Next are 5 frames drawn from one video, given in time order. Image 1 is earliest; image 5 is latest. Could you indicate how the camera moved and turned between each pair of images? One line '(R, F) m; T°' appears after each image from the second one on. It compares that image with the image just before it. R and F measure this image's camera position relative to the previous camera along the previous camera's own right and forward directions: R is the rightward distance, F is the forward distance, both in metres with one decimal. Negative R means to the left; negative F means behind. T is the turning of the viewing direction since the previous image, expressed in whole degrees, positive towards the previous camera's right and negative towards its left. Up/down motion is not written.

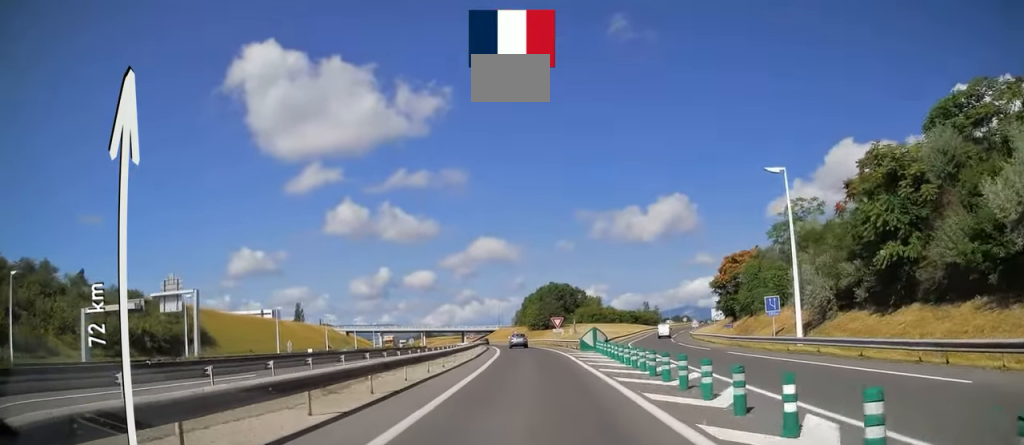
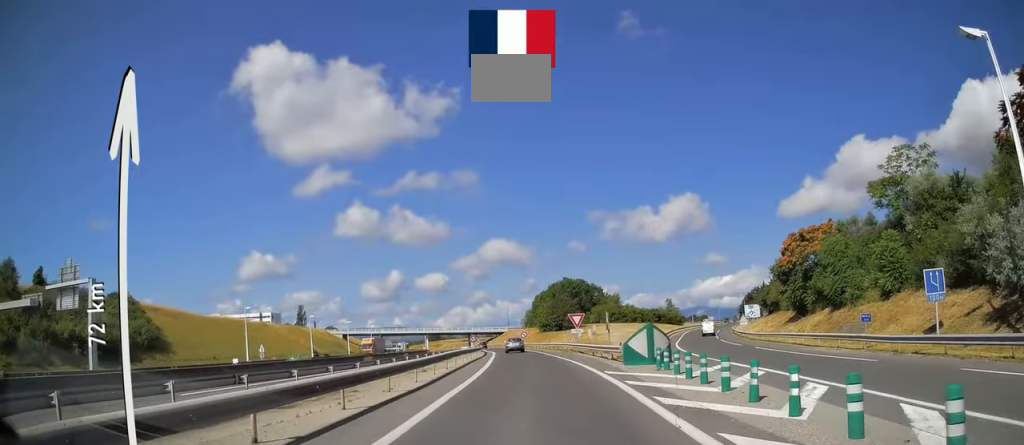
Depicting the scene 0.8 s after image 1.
(-0.4, +17.8) m; -2°
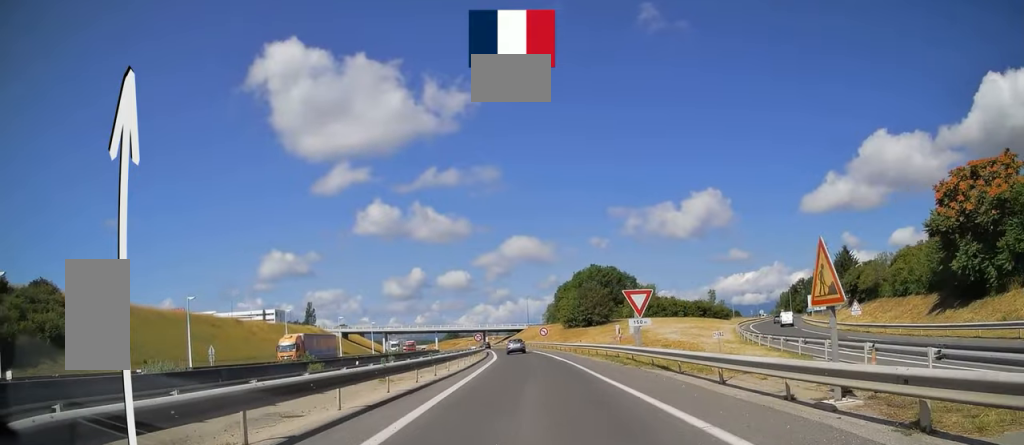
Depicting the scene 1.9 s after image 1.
(-0.6, +24.3) m; -2°
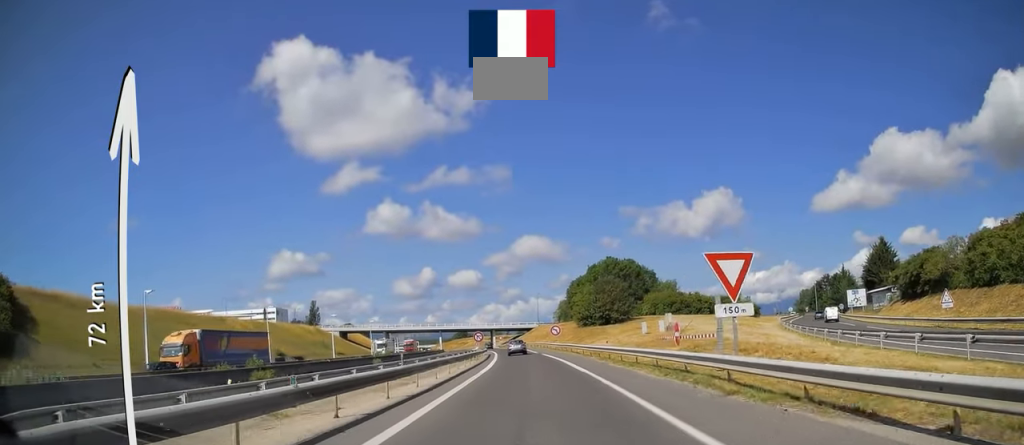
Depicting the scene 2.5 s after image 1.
(-0.1, +12.3) m; -1°
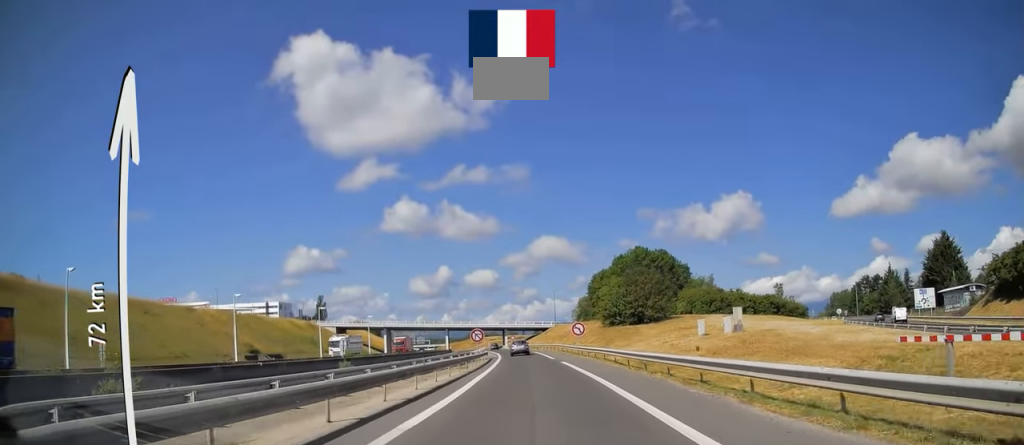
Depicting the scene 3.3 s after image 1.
(-0.1, +16.9) m; -2°
